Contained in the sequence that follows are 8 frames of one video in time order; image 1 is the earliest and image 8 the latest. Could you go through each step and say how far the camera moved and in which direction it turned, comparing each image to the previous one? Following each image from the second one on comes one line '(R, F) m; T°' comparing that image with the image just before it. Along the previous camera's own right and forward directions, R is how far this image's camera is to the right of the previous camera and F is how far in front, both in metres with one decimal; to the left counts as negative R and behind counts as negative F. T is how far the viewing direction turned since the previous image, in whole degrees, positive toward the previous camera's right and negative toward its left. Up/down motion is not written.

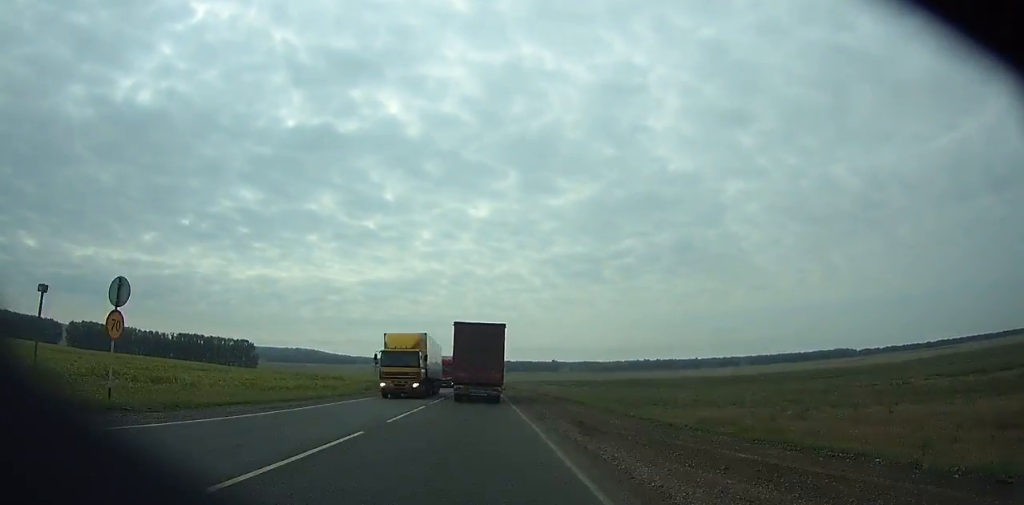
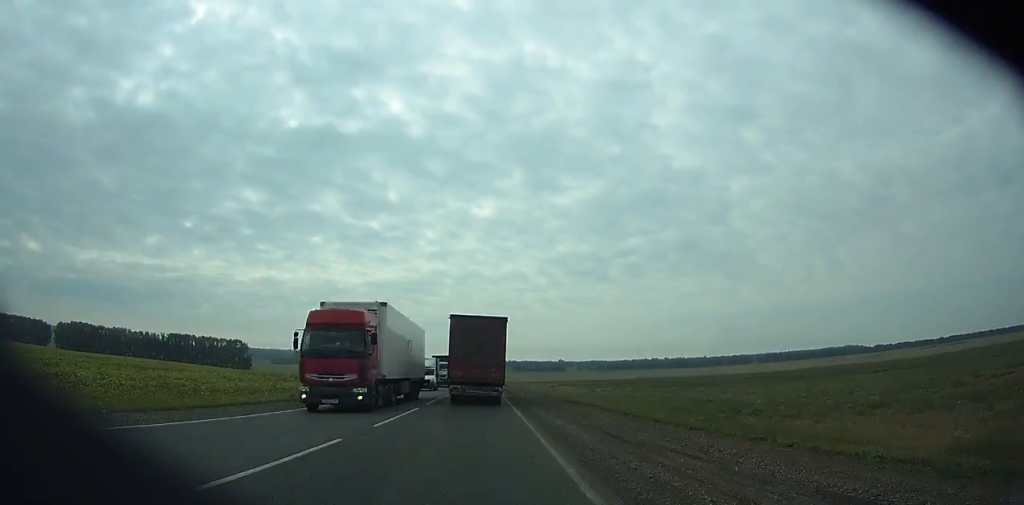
(+0.1, +24.0) m; 0°
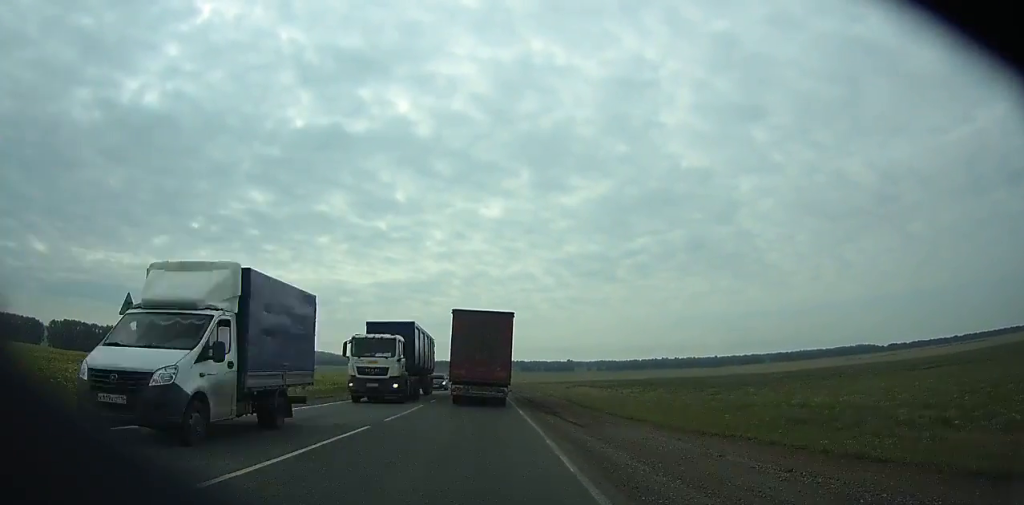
(-0.2, +21.6) m; -1°
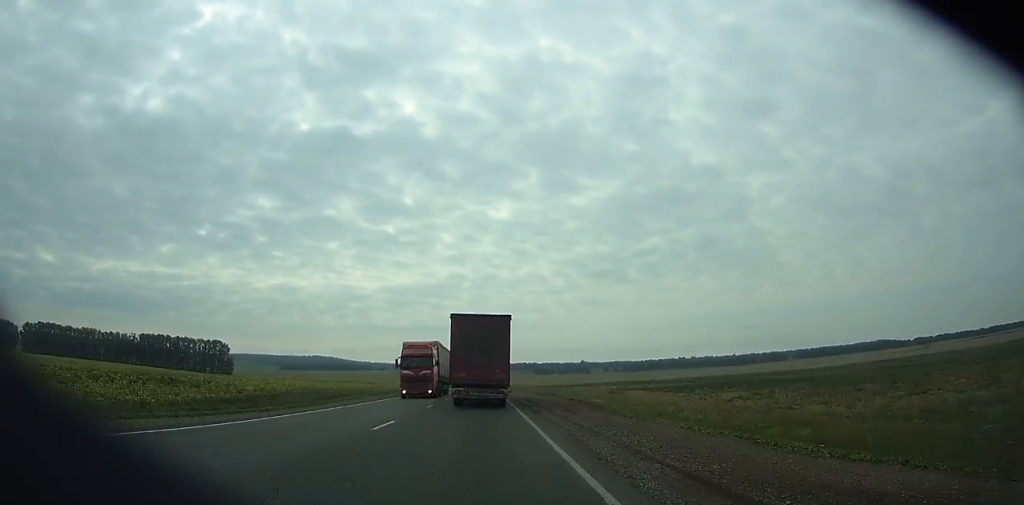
(-0.5, +51.8) m; -1°
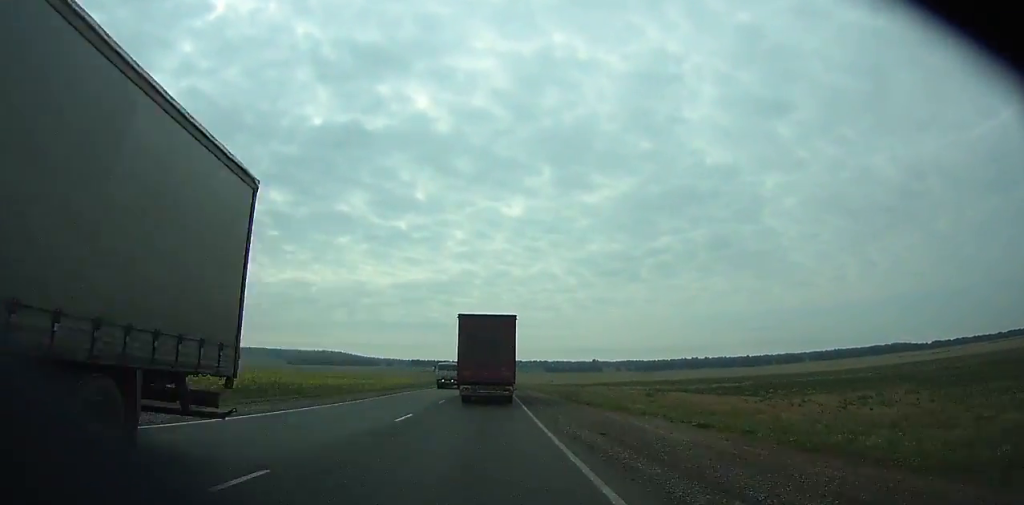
(-0.1, +22.2) m; 0°
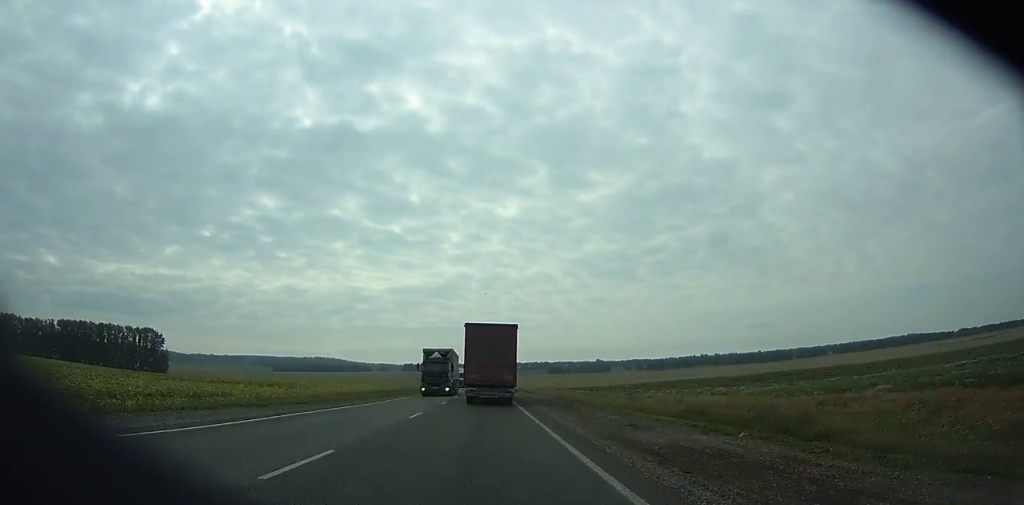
(-0.4, +80.4) m; 0°
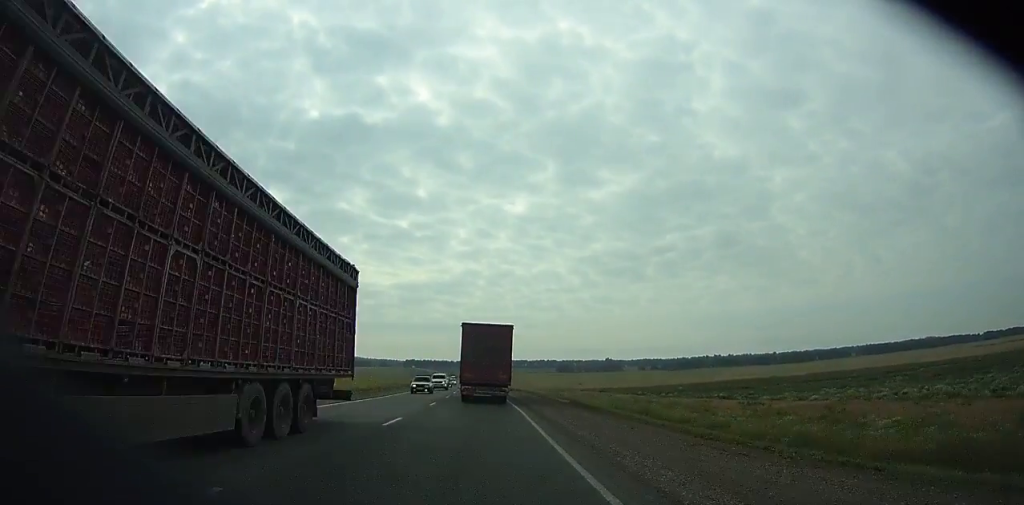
(-0.1, +51.2) m; 0°
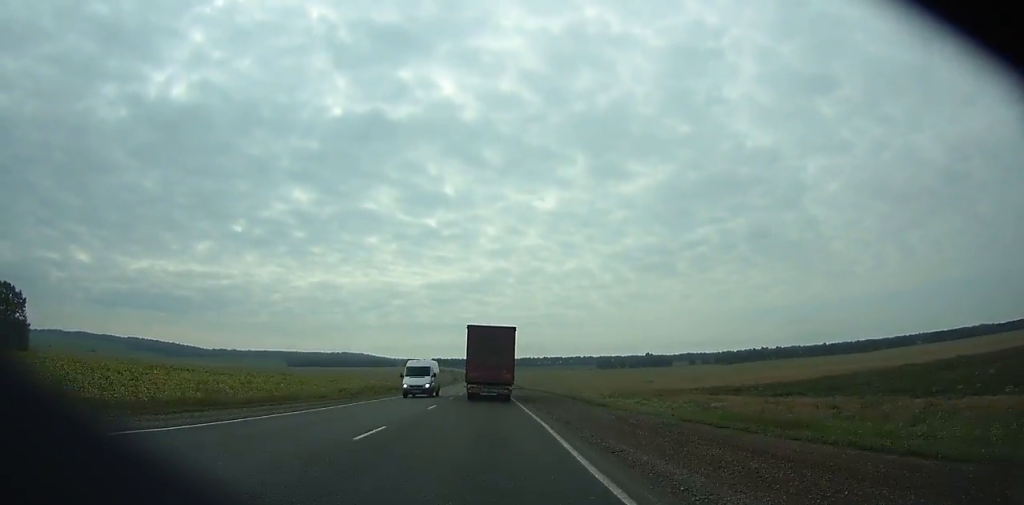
(-1.5, +86.3) m; -3°
